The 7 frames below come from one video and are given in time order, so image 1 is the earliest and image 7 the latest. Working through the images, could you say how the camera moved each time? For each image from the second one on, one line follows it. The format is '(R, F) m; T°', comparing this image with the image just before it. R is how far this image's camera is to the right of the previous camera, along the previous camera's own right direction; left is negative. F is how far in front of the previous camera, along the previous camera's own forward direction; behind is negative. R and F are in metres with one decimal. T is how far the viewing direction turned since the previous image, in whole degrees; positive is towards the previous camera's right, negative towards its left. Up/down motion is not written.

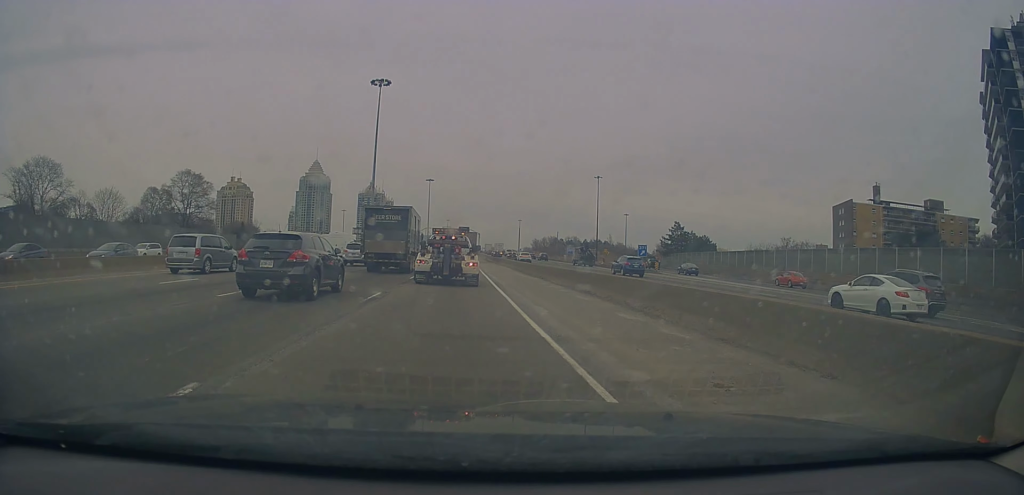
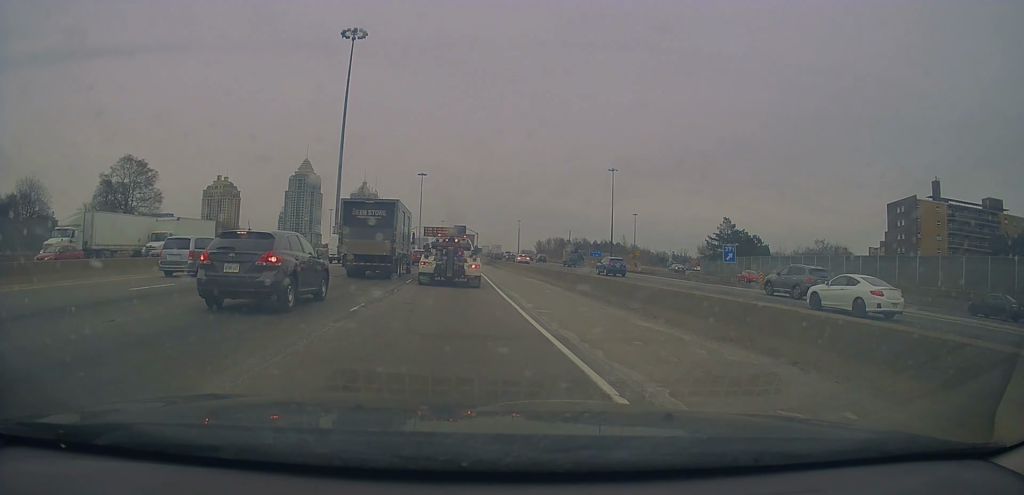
(+0.4, +24.2) m; +2°
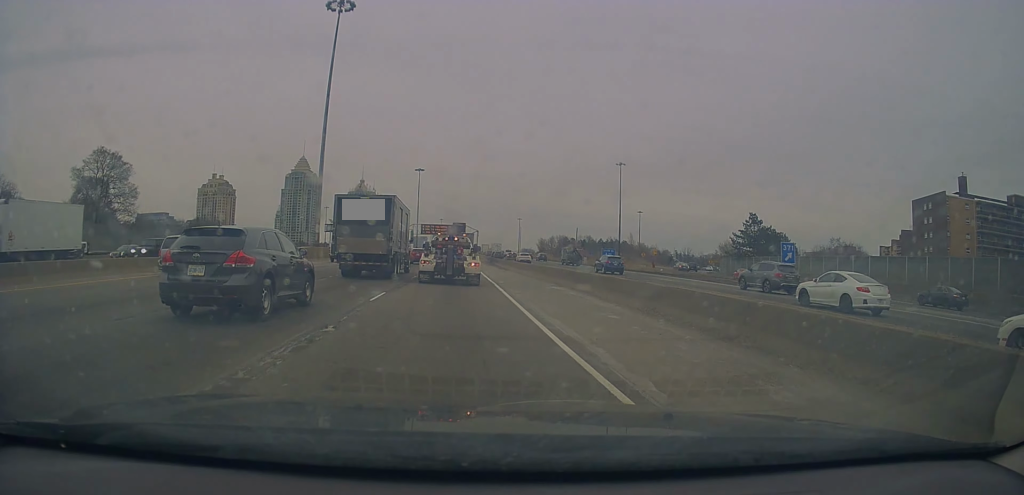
(-0.1, +7.8) m; -1°
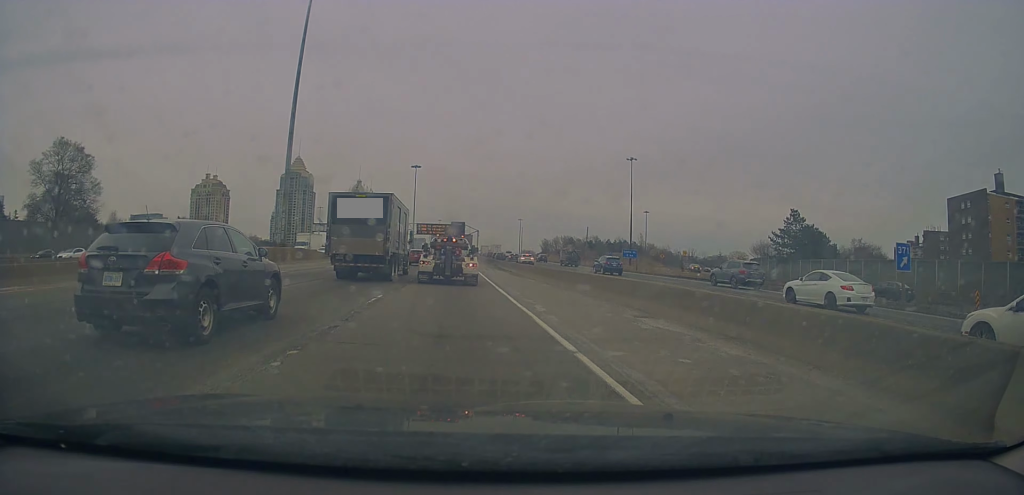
(-0.1, +10.0) m; +1°
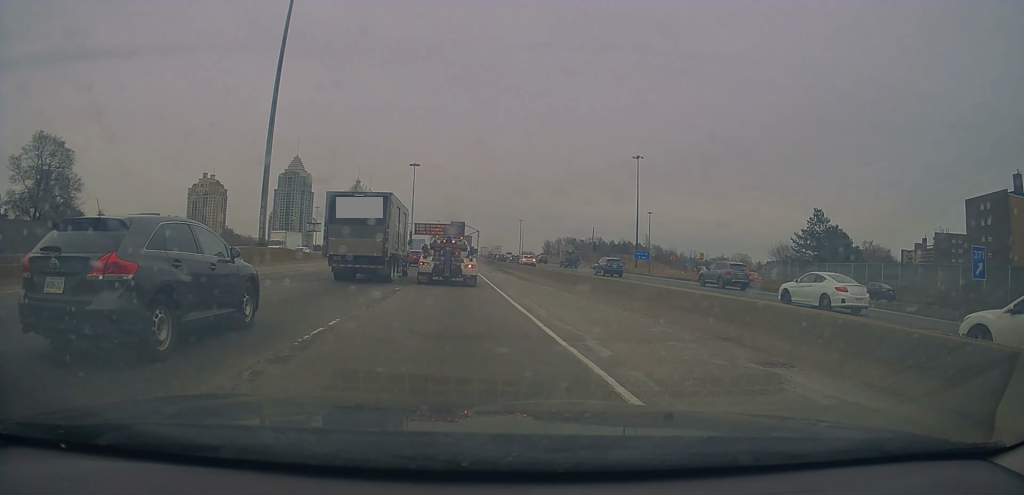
(-0.1, +4.7) m; +1°
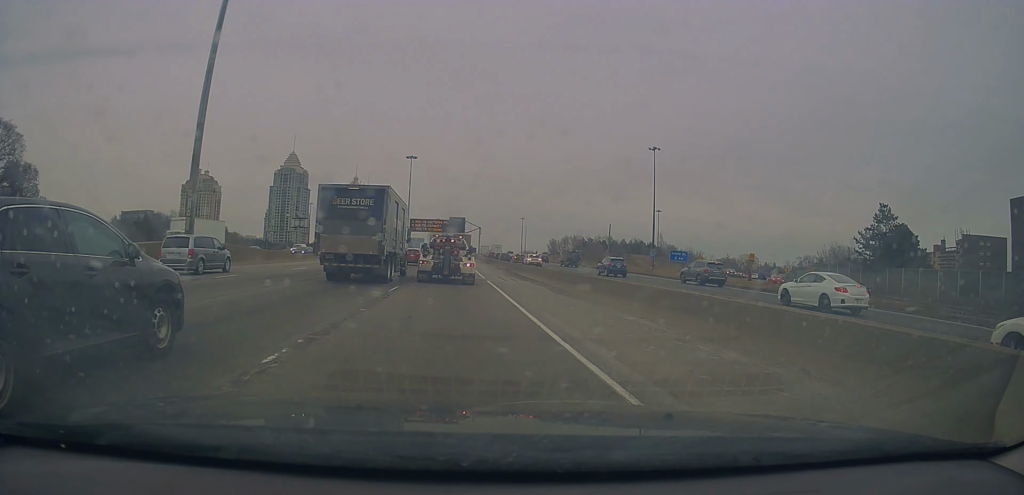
(+0.4, +11.8) m; +2°
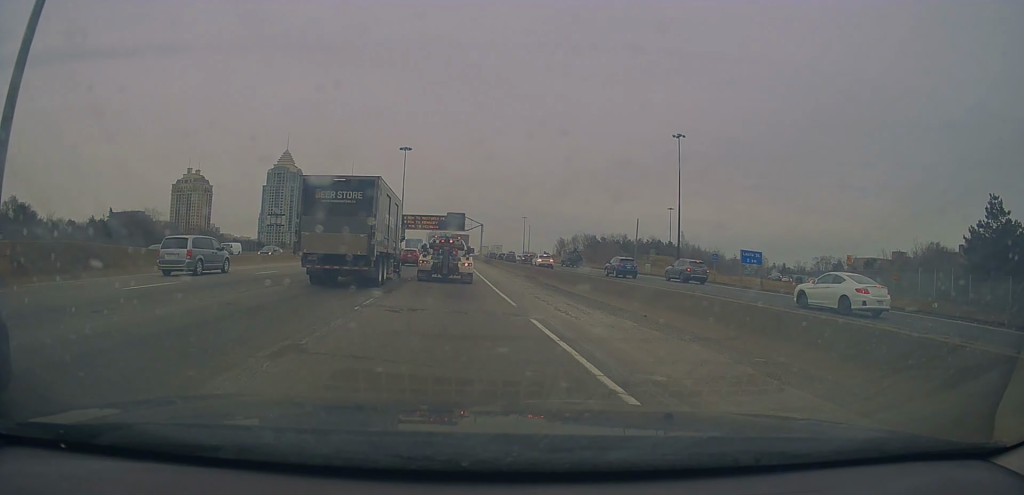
(+0.1, +15.4) m; 0°
